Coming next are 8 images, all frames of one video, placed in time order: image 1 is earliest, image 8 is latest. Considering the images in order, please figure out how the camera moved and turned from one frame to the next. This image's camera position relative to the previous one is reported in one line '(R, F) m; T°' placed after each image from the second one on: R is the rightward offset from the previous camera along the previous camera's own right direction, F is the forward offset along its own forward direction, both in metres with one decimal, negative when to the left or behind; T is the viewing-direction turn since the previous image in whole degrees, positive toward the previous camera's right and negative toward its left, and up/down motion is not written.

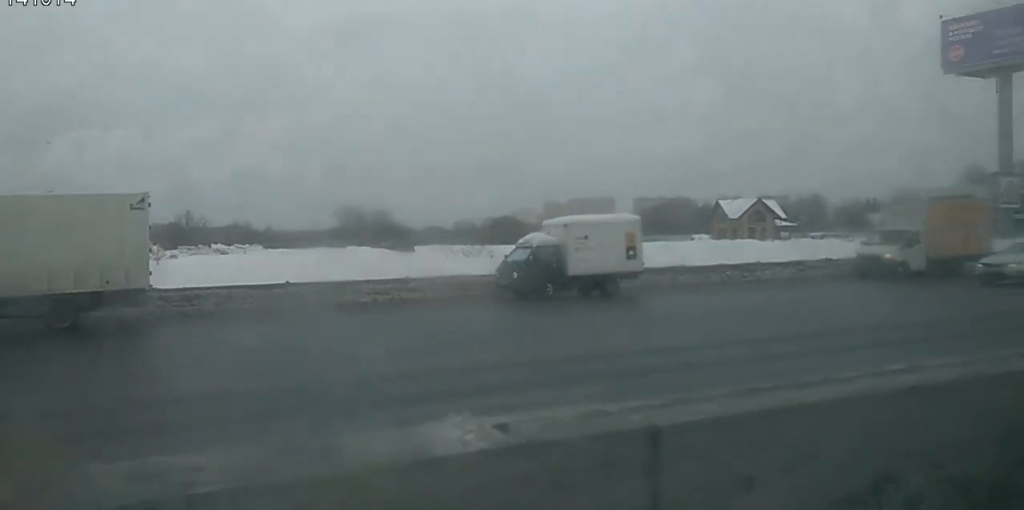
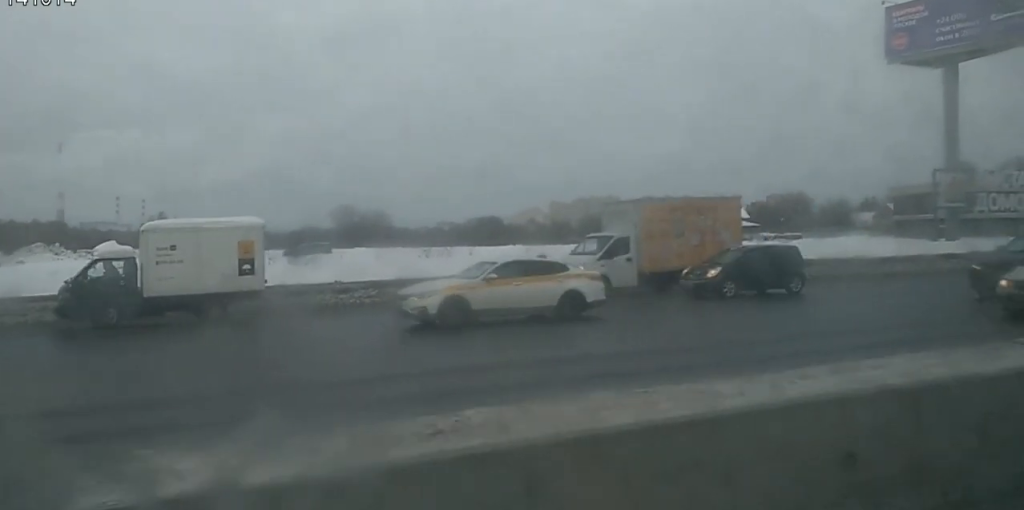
(0.0, +11.2) m; 0°
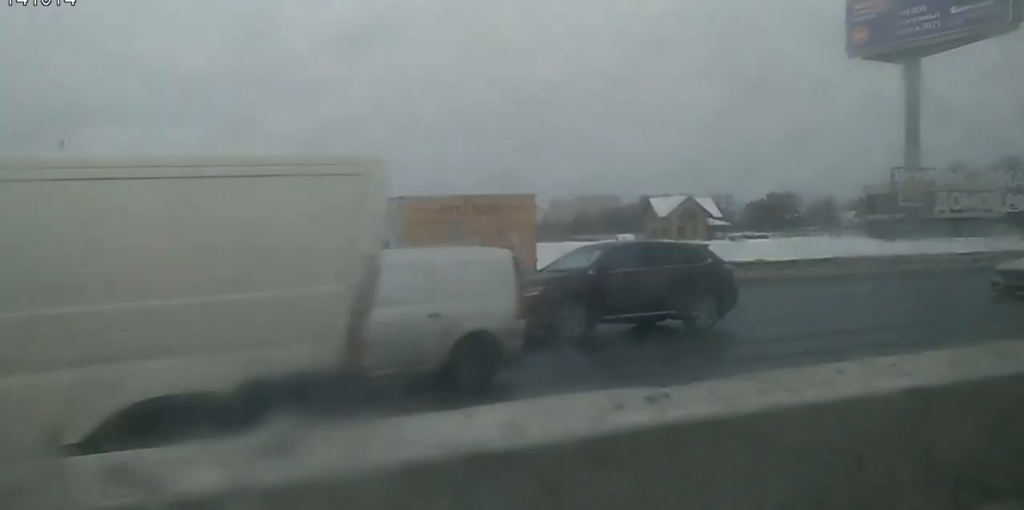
(0.0, +6.2) m; +1°
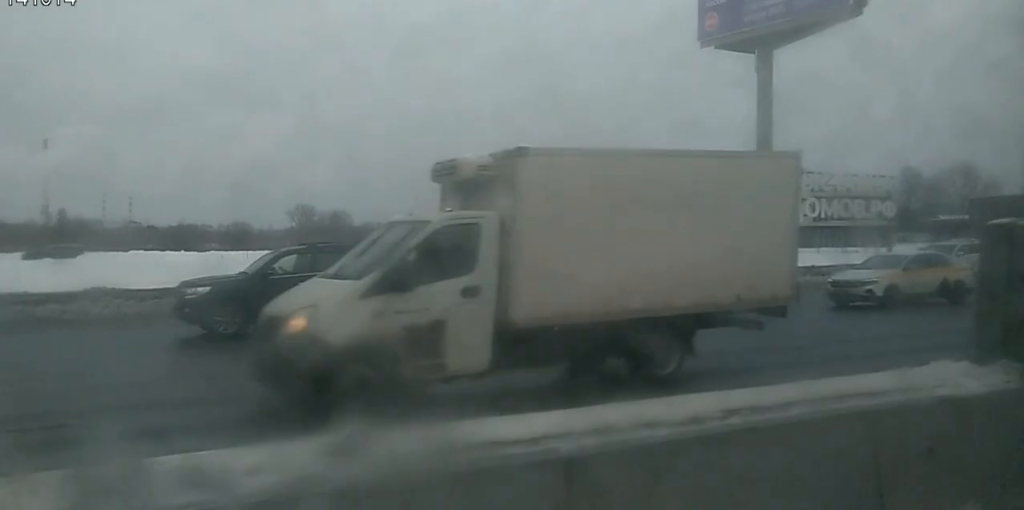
(+0.3, +18.3) m; +1°
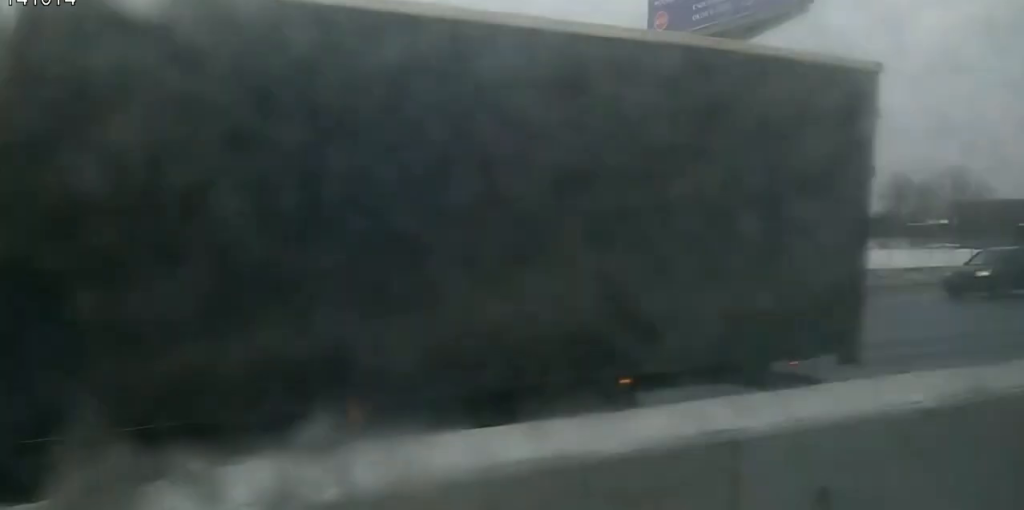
(0.0, +5.6) m; 0°
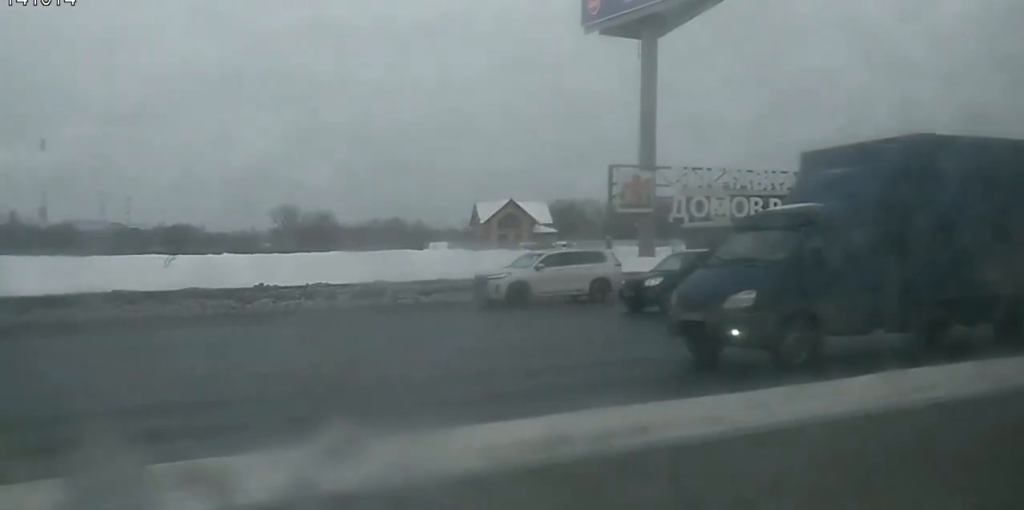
(0.0, +6.7) m; 0°
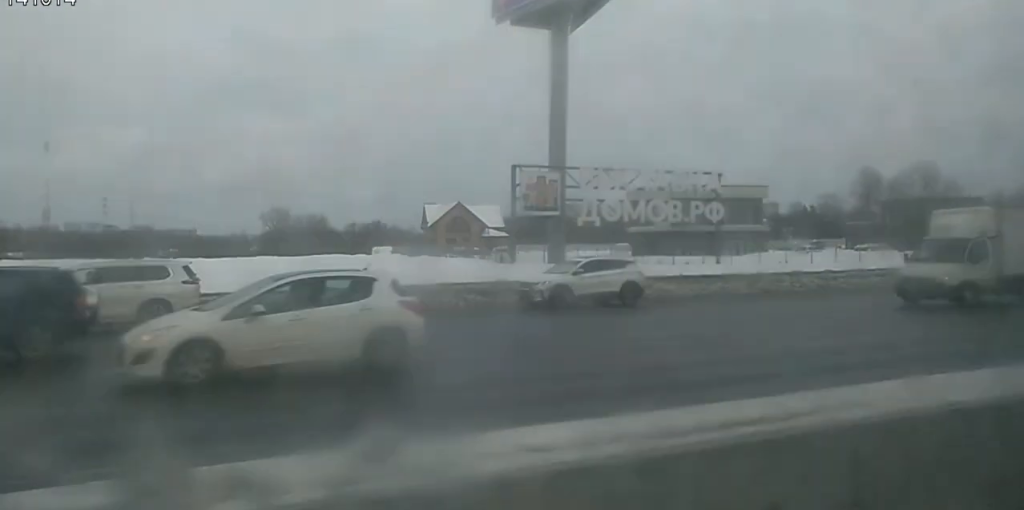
(0.0, +8.2) m; 0°
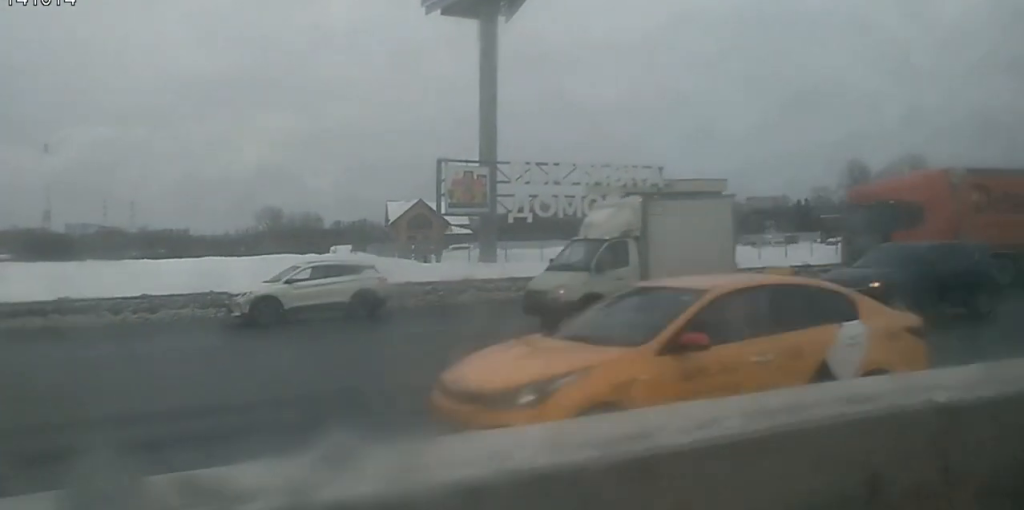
(0.0, +5.4) m; 0°
